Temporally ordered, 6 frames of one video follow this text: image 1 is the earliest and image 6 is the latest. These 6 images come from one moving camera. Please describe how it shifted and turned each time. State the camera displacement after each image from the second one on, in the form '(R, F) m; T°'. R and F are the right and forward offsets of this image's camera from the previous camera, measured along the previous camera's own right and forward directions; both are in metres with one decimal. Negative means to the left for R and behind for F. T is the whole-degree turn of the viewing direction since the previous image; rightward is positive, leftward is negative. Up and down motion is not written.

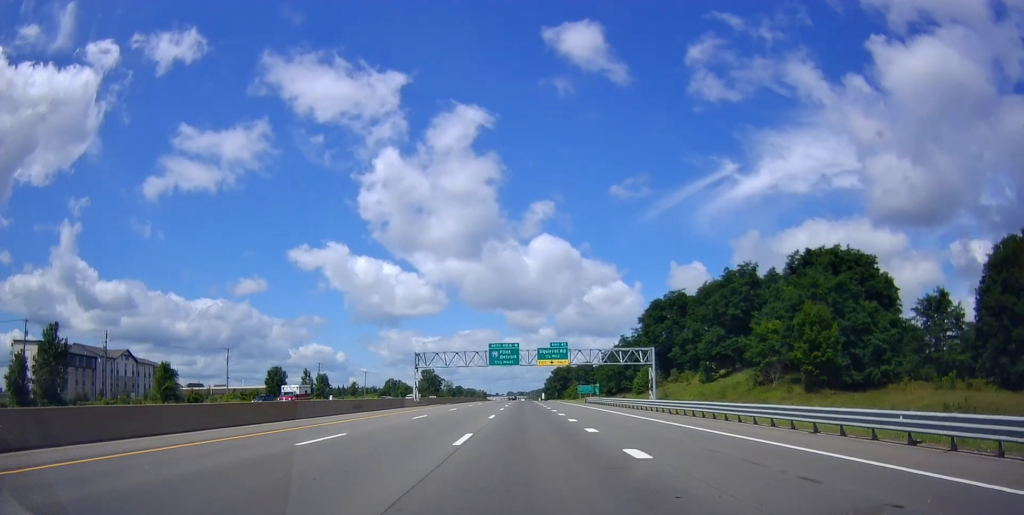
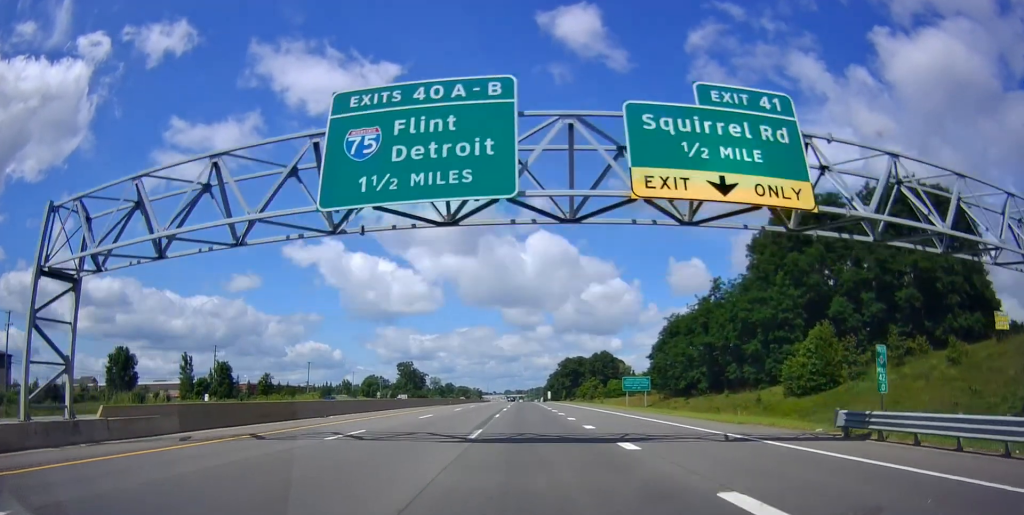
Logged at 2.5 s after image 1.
(+0.5, +73.0) m; +1°
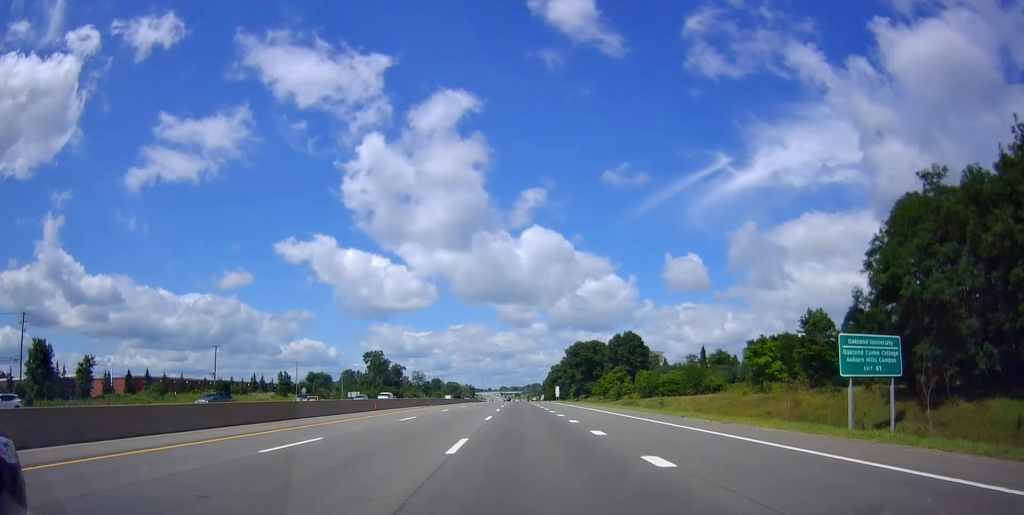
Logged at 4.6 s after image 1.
(+0.1, +63.4) m; 0°
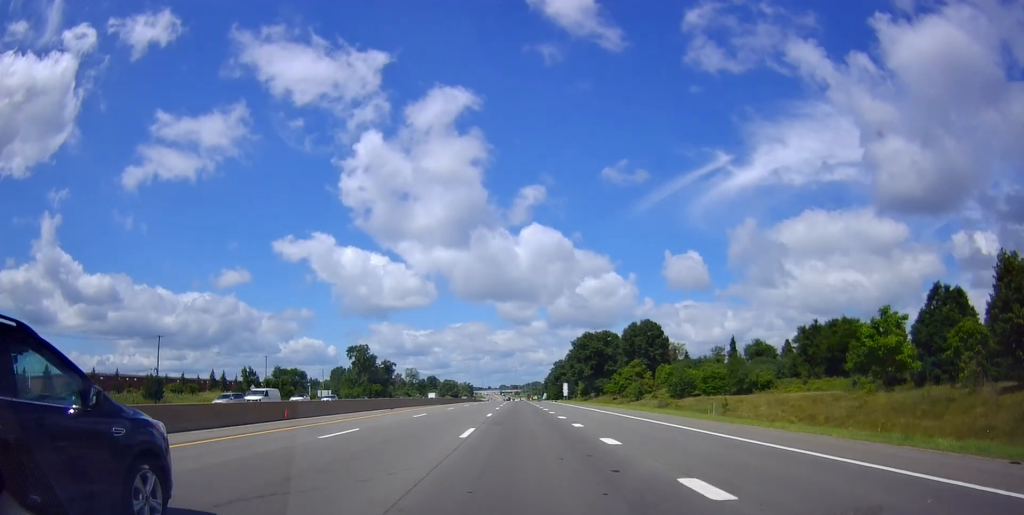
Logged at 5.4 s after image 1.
(-0.4, +25.5) m; -1°
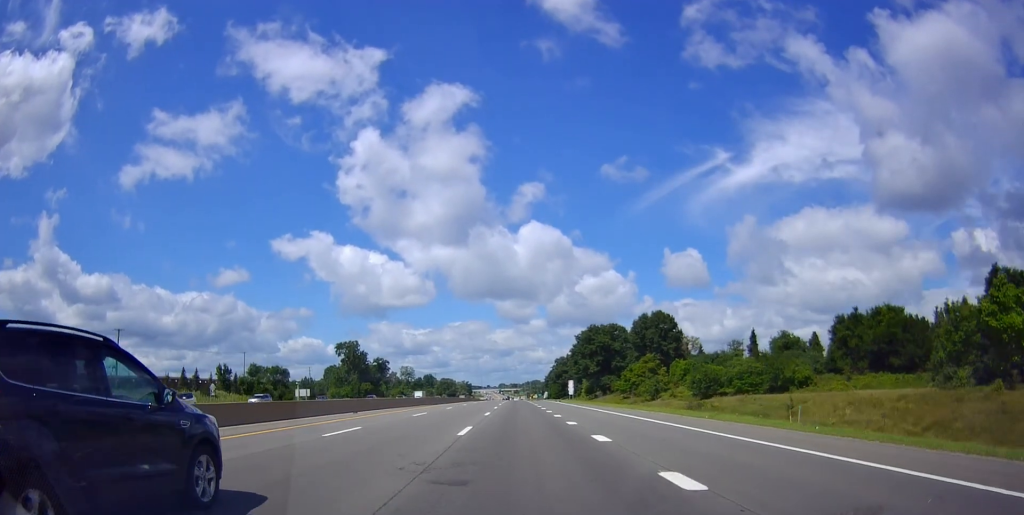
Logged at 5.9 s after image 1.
(0.0, +14.3) m; 0°
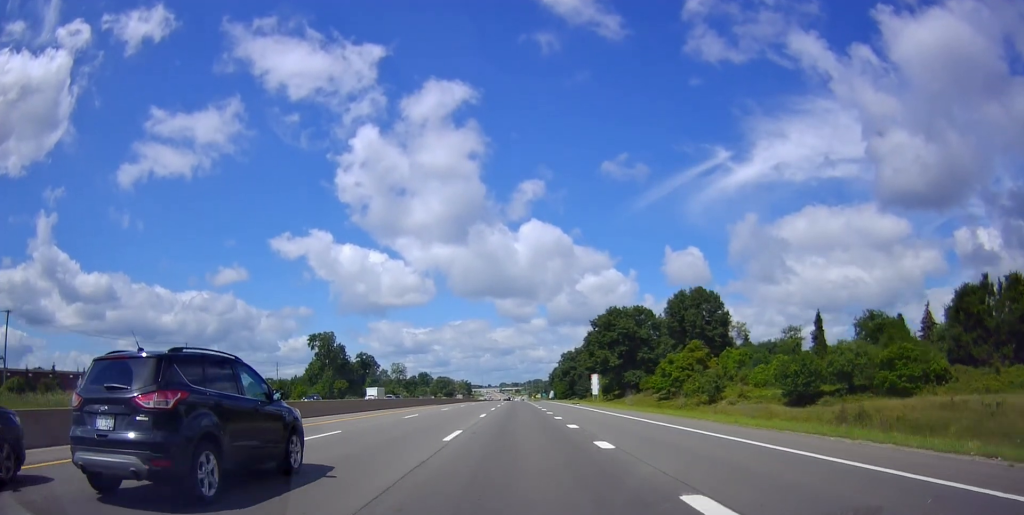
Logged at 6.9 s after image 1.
(0.0, +31.9) m; 0°
